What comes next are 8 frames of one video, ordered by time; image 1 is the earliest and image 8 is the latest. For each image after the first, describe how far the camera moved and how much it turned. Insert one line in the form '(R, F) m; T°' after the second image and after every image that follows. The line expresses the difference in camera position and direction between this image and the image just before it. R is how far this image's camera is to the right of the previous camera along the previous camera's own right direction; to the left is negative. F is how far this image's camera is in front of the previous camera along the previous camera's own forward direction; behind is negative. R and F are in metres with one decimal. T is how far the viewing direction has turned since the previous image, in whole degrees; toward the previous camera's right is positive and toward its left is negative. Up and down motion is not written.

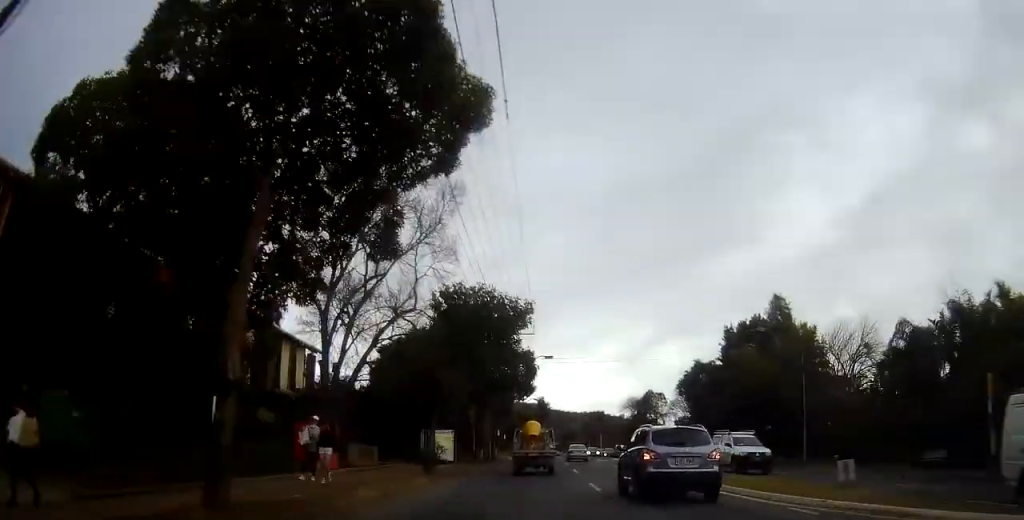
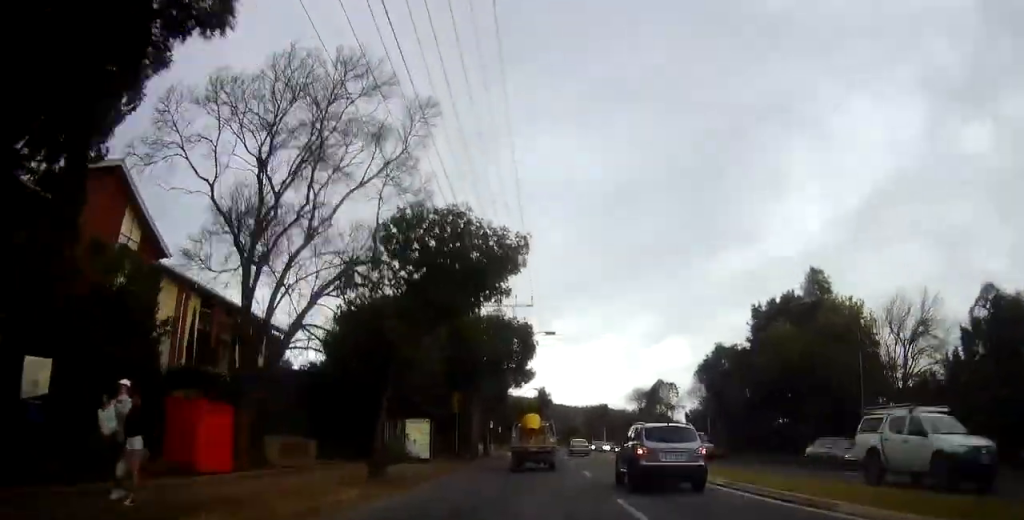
(0.0, +7.5) m; +2°
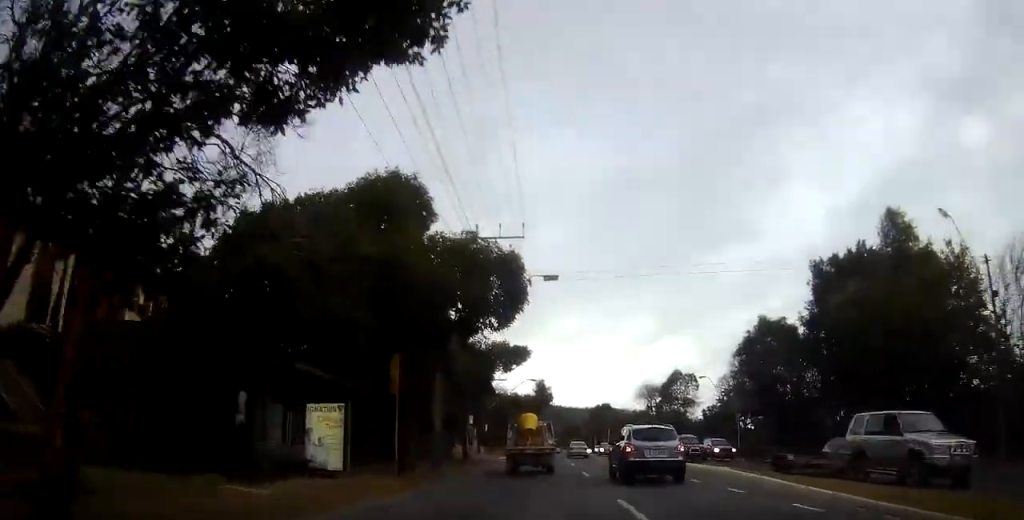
(+0.3, +11.7) m; -1°
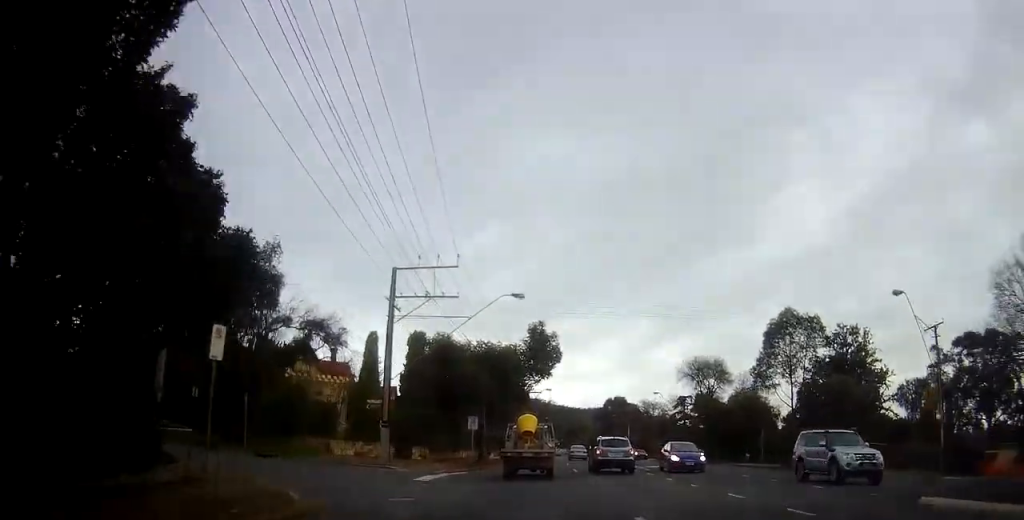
(-0.8, +35.0) m; +1°
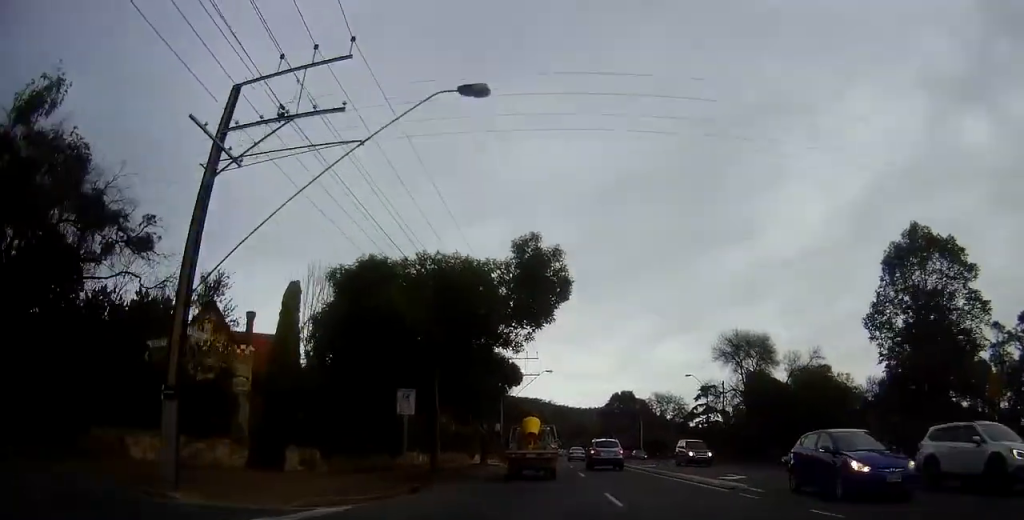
(-0.1, +16.1) m; -1°
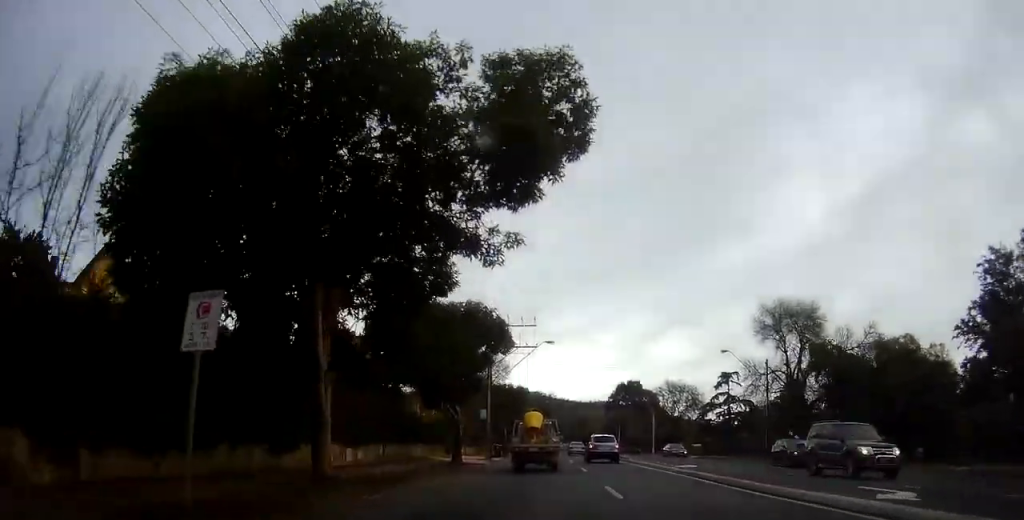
(-0.3, +11.2) m; 0°
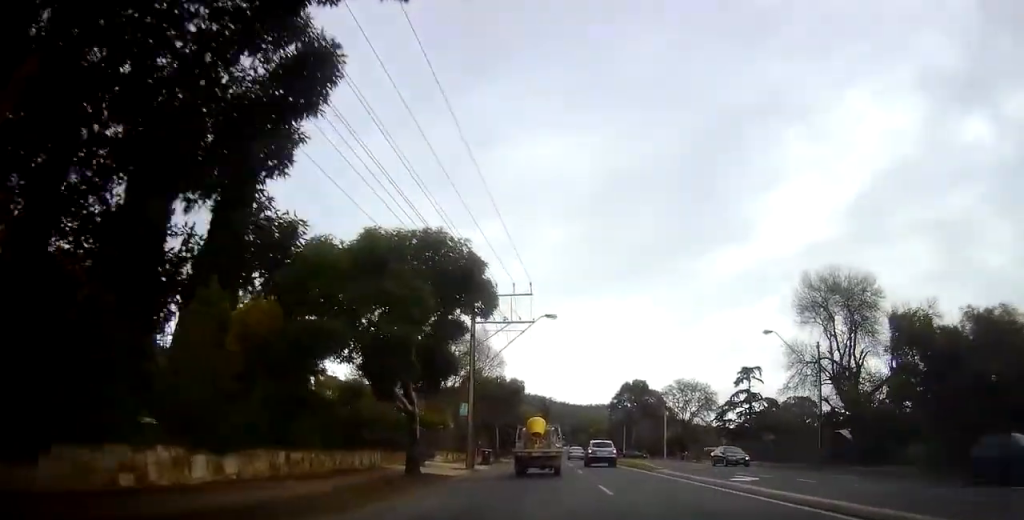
(+0.6, +9.1) m; 0°
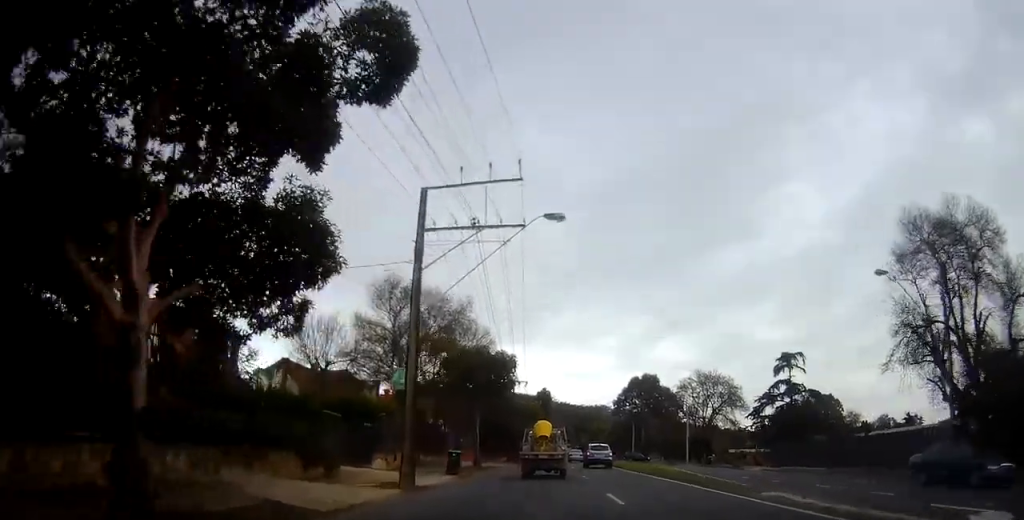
(-0.7, +13.3) m; -2°
